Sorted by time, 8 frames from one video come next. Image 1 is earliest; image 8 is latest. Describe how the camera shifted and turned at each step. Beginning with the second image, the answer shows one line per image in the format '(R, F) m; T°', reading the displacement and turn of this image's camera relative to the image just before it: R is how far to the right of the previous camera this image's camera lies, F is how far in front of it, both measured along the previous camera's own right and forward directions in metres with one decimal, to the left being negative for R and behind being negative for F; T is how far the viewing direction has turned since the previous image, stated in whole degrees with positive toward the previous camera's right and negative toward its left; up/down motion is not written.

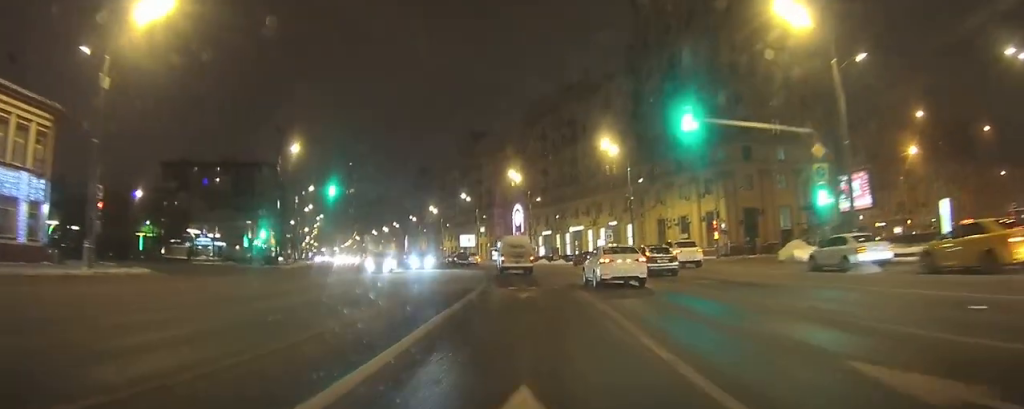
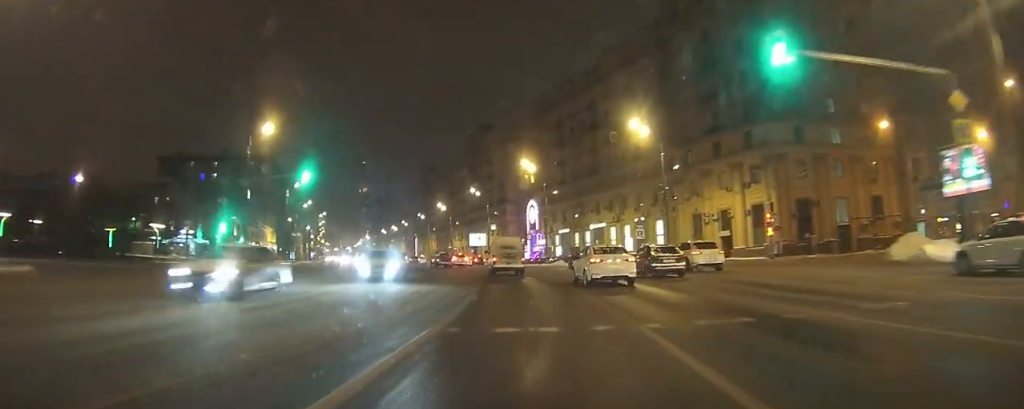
(0.0, +11.2) m; -2°
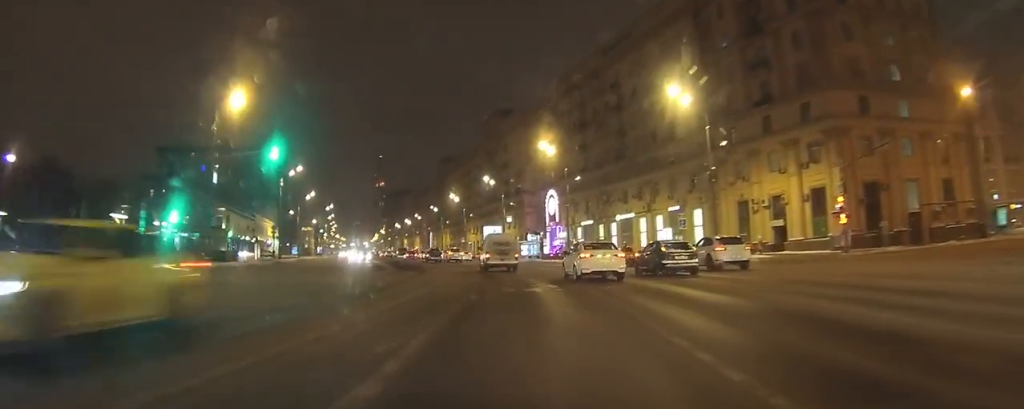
(-0.2, +10.0) m; -3°
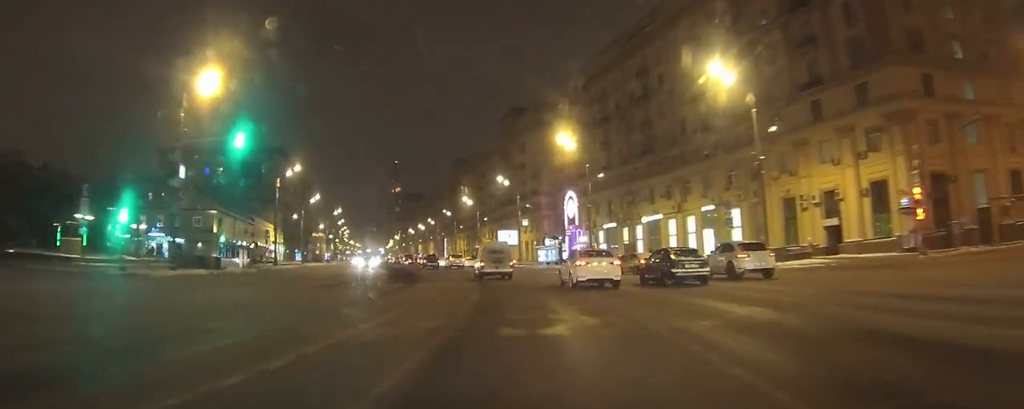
(-0.2, +7.5) m; -2°
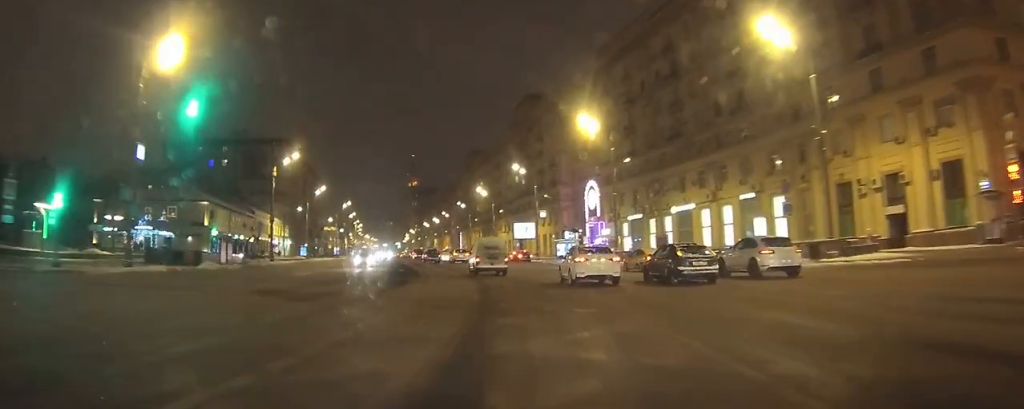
(-0.1, +7.3) m; -2°
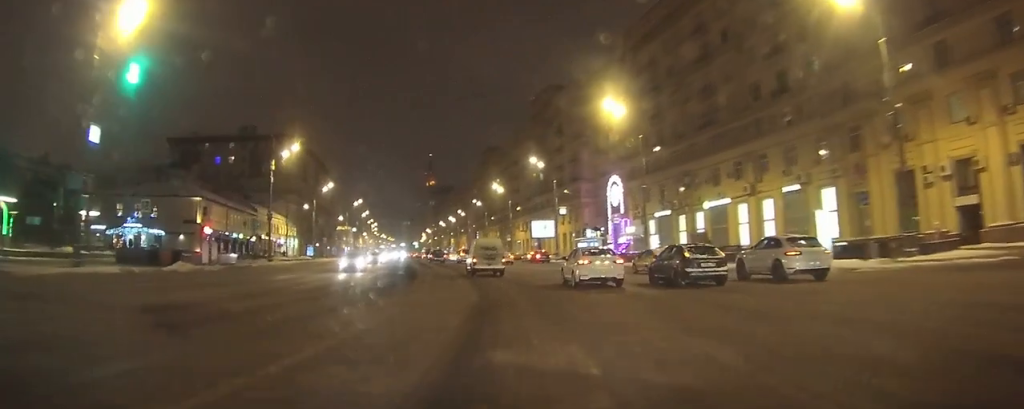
(+0.1, +6.4) m; -2°
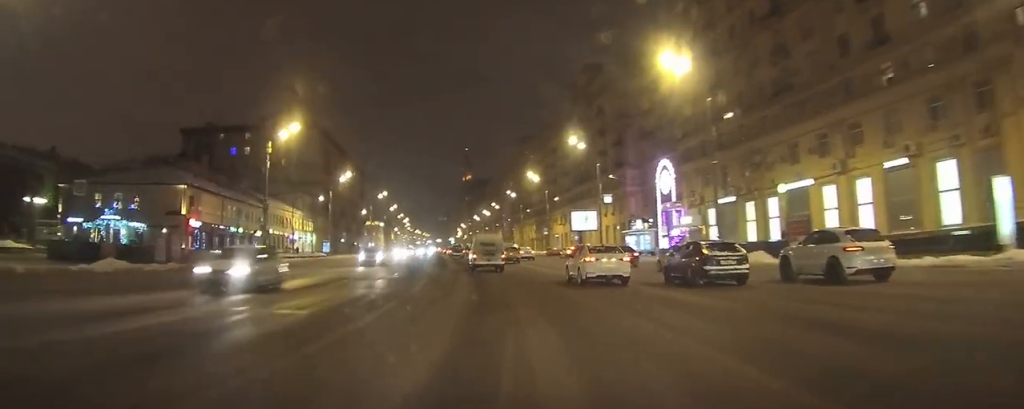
(-0.5, +12.1) m; -3°
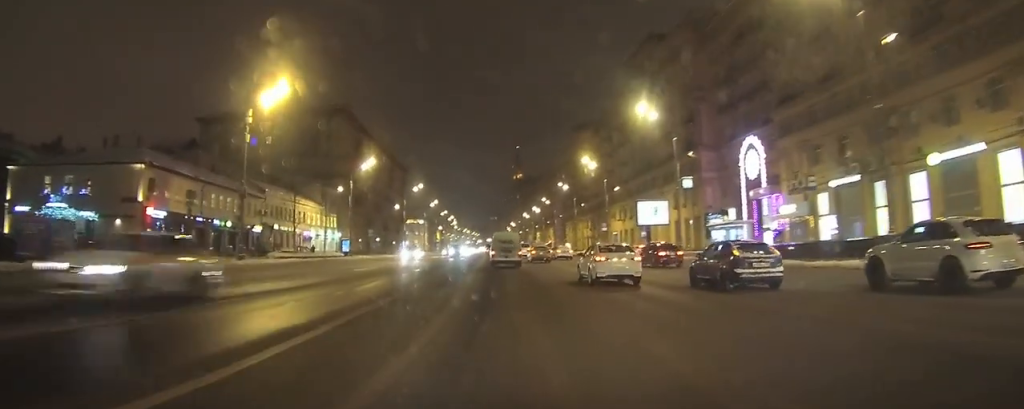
(-0.5, +18.0) m; -4°
